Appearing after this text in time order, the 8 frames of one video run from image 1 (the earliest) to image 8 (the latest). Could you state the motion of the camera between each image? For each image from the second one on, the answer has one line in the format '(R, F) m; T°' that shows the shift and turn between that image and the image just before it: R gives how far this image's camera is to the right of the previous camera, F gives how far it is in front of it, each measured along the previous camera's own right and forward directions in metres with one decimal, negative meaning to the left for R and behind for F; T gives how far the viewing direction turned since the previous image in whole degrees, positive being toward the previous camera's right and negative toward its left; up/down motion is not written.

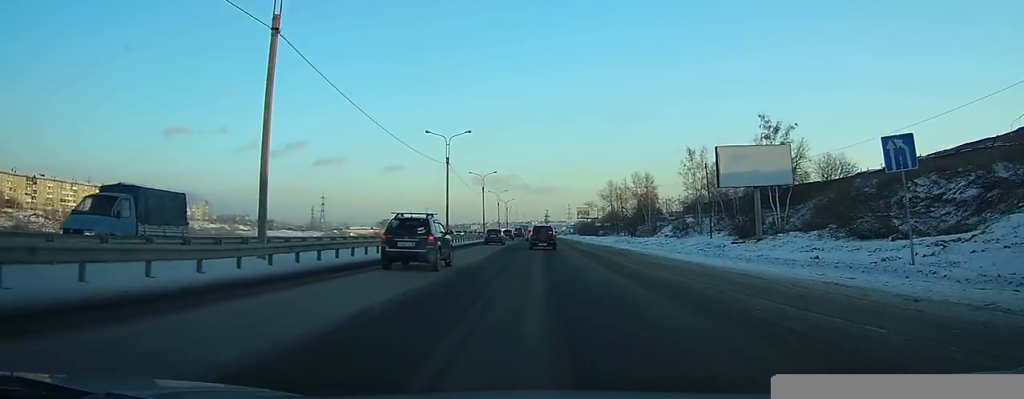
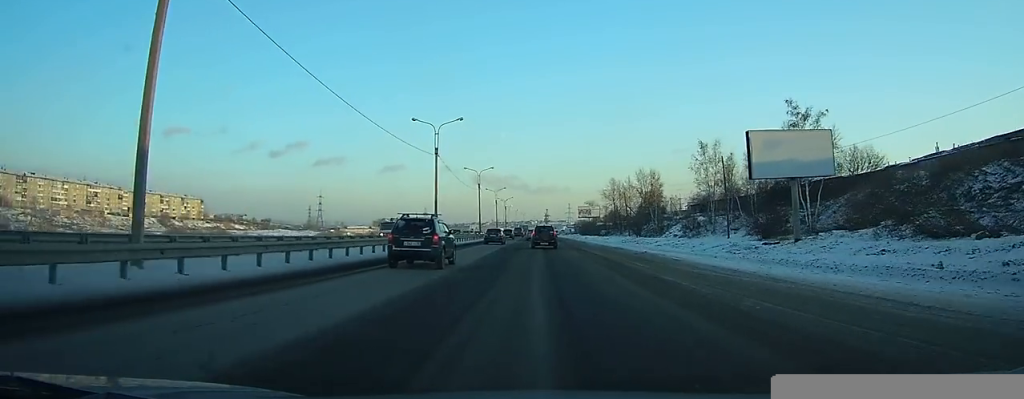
(0.0, +6.6) m; 0°
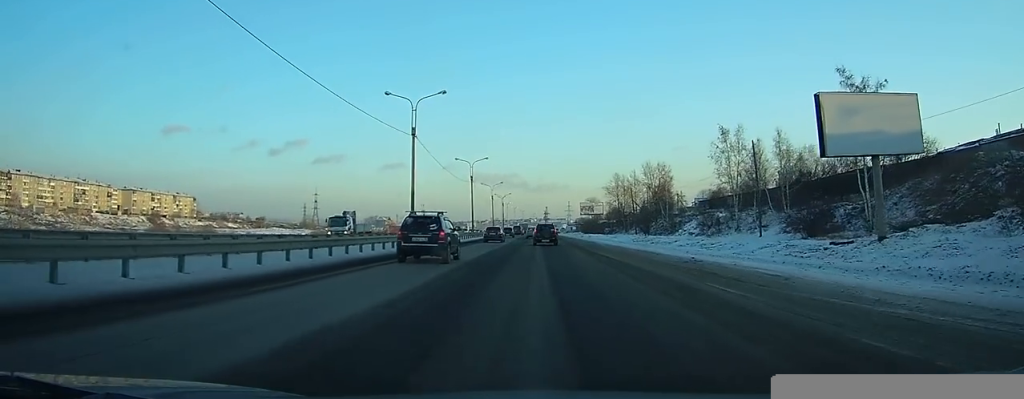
(0.0, +9.7) m; 0°
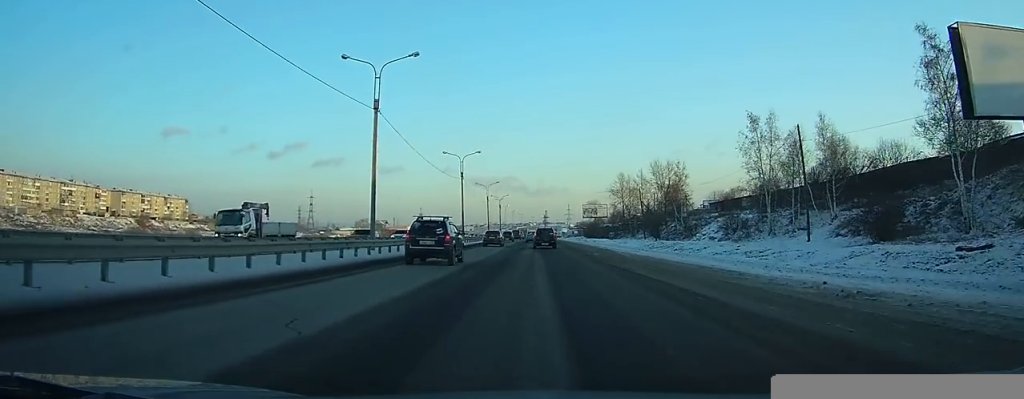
(0.0, +10.4) m; 0°
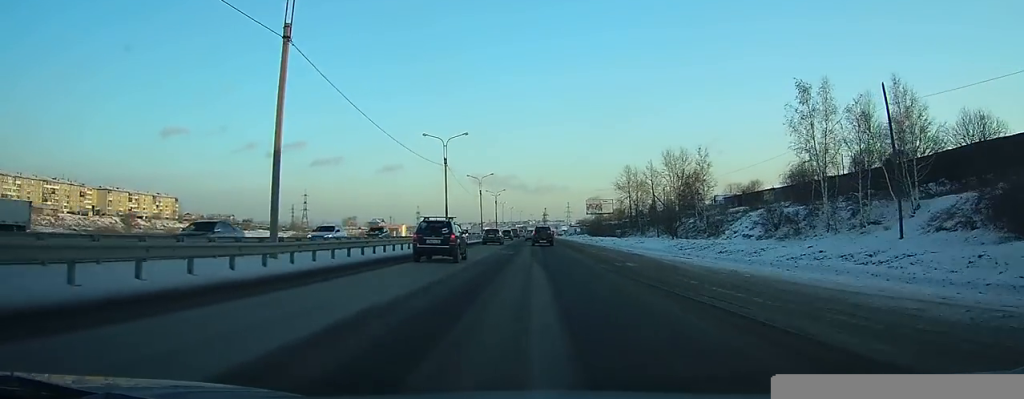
(0.0, +12.5) m; 0°
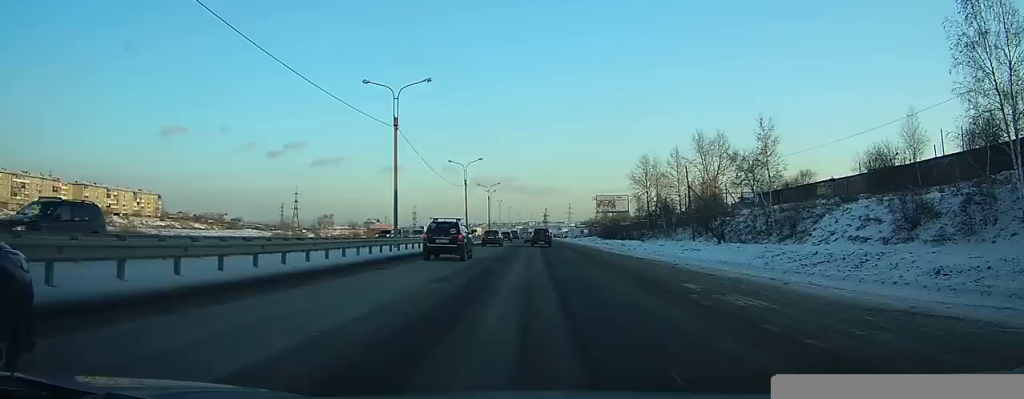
(-0.1, +21.7) m; 0°
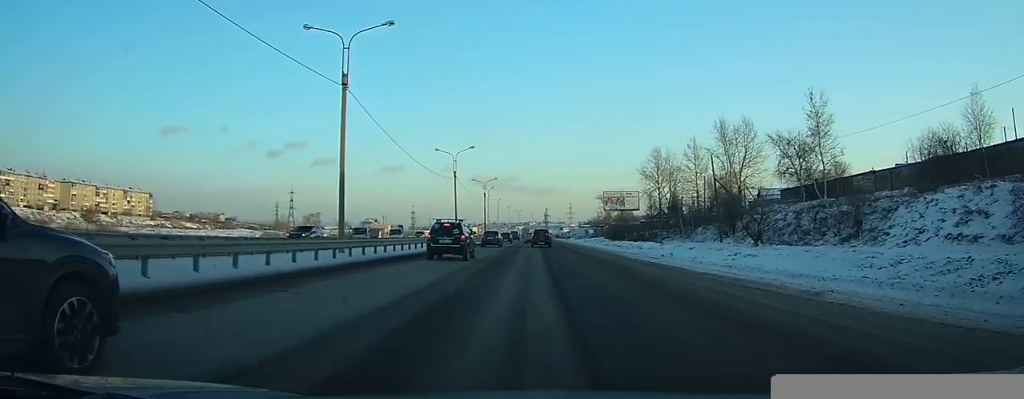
(0.0, +10.8) m; 0°
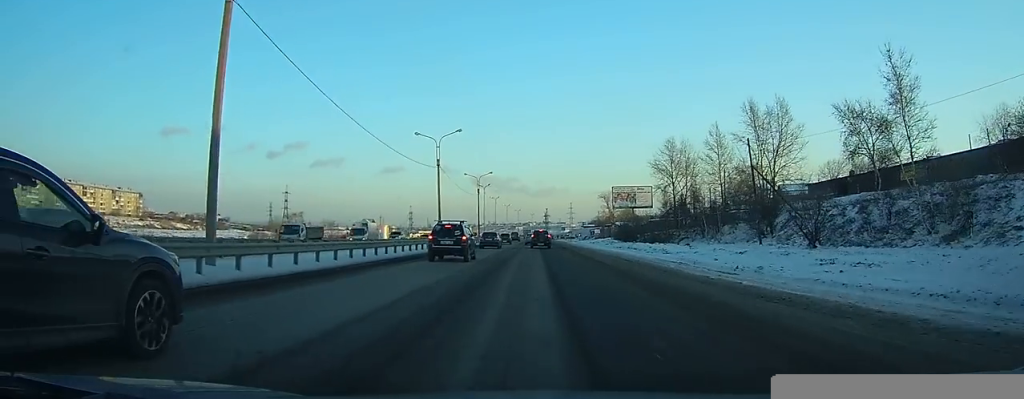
(0.0, +11.5) m; -1°
